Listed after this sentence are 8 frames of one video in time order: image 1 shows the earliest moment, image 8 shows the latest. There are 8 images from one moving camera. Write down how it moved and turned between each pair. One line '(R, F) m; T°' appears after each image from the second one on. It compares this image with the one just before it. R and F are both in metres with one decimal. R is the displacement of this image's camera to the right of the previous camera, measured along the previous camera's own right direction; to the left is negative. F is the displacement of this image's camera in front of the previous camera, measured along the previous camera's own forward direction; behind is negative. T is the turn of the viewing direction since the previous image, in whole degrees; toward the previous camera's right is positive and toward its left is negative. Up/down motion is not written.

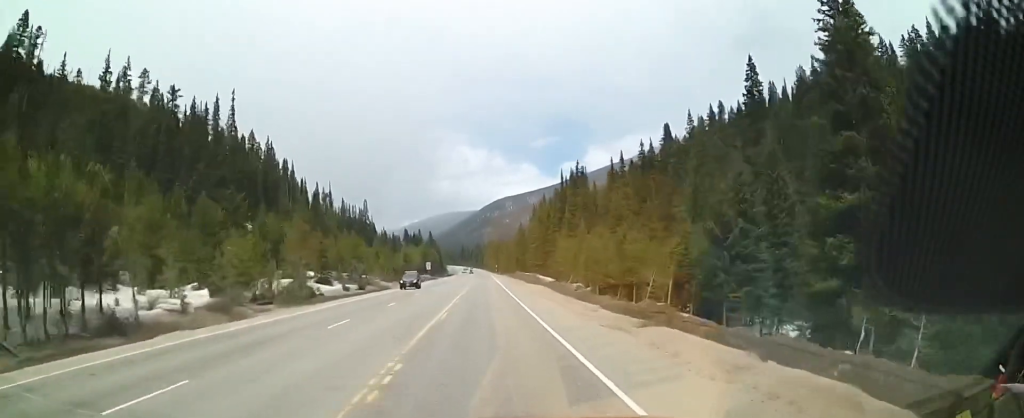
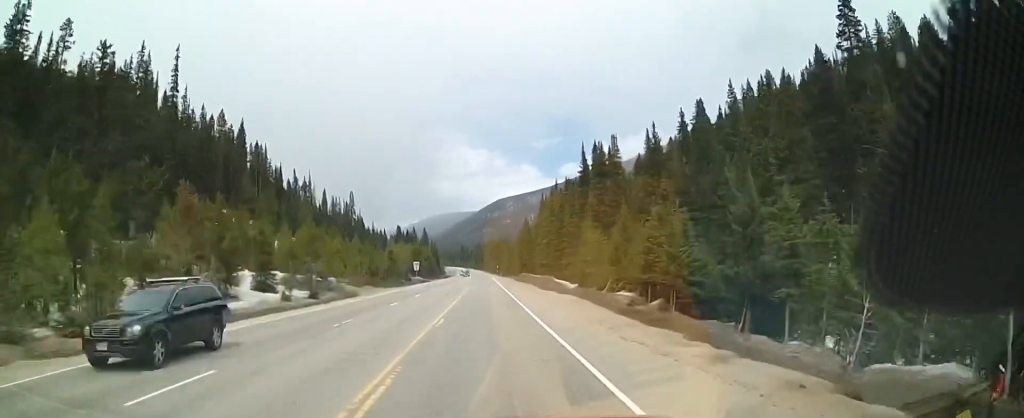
(0.0, +23.7) m; 0°
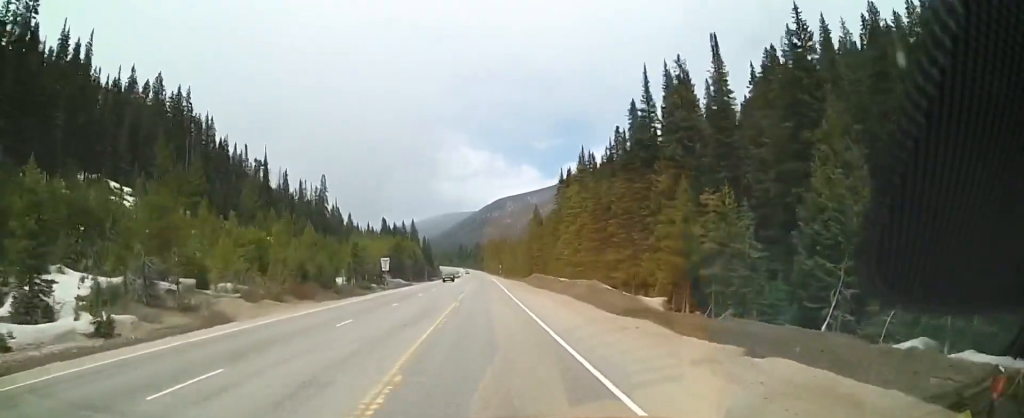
(-0.3, +35.7) m; 0°
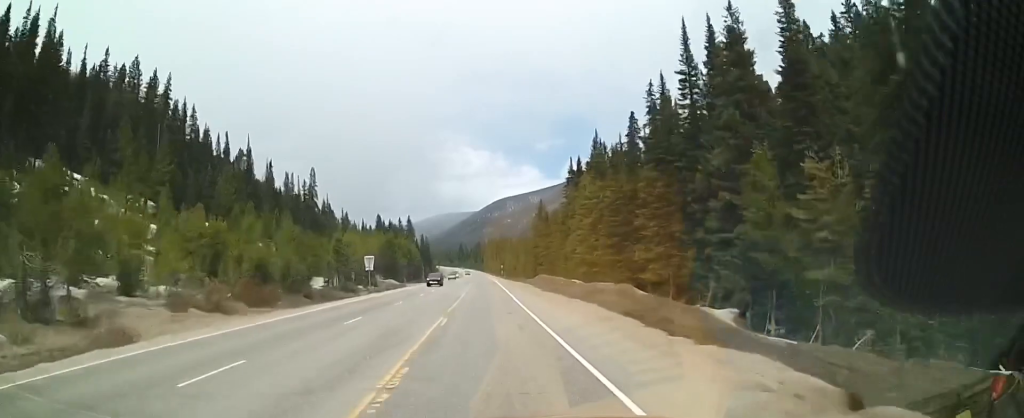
(0.0, +11.2) m; 0°
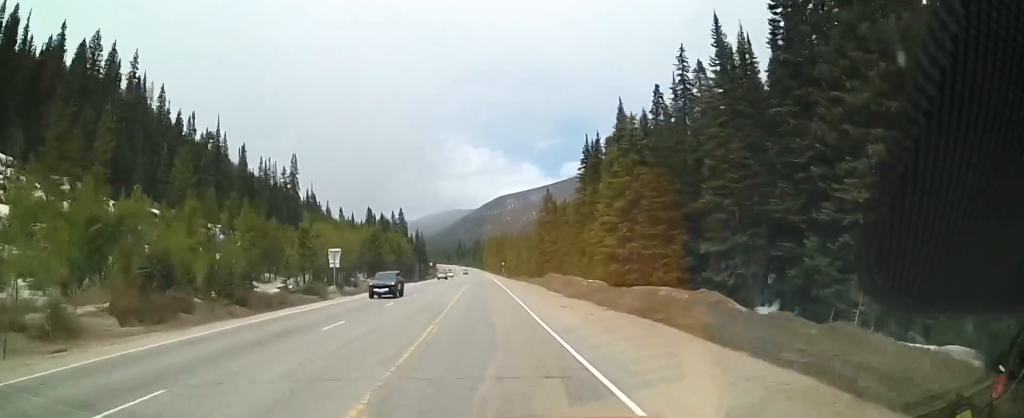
(+0.1, +15.5) m; 0°
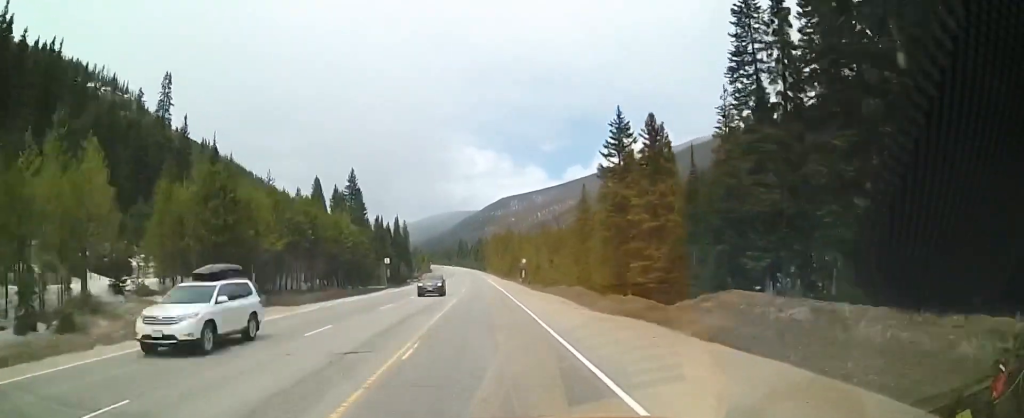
(+0.7, +62.6) m; +2°
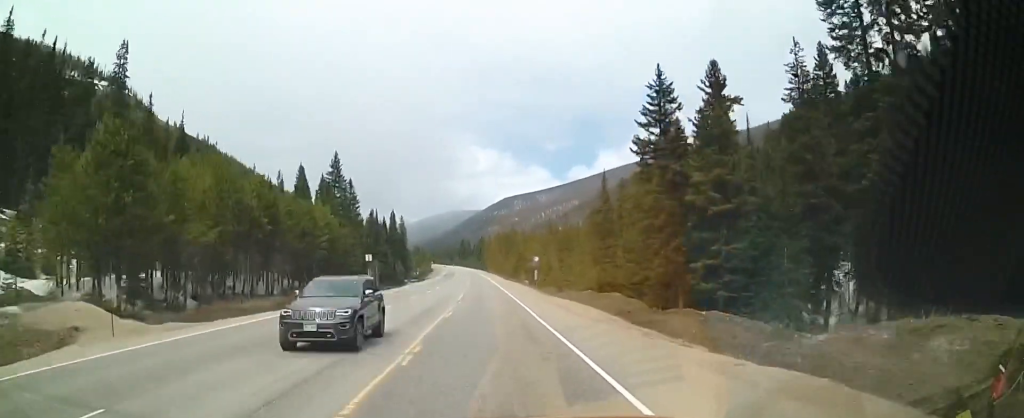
(+0.5, +13.1) m; 0°
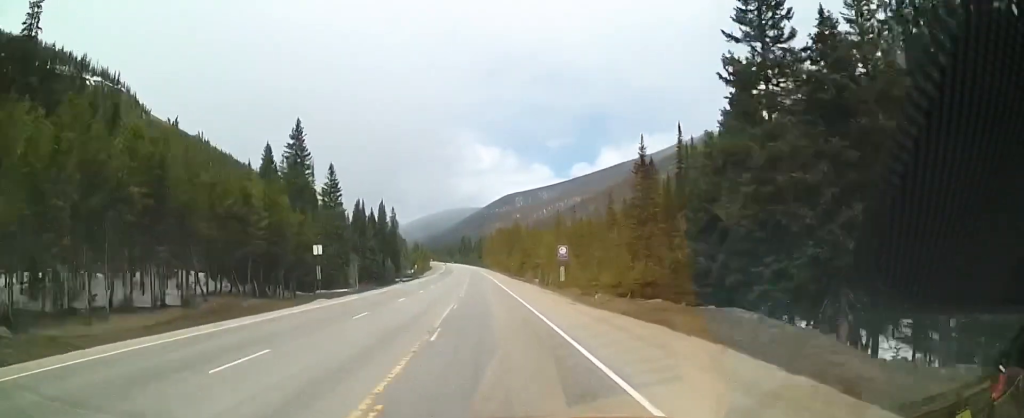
(-0.3, +18.3) m; -1°
